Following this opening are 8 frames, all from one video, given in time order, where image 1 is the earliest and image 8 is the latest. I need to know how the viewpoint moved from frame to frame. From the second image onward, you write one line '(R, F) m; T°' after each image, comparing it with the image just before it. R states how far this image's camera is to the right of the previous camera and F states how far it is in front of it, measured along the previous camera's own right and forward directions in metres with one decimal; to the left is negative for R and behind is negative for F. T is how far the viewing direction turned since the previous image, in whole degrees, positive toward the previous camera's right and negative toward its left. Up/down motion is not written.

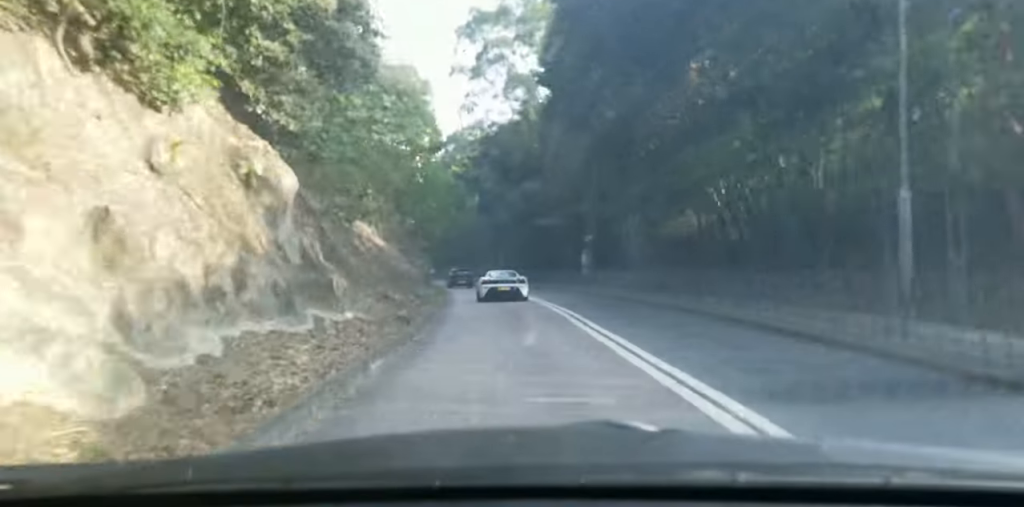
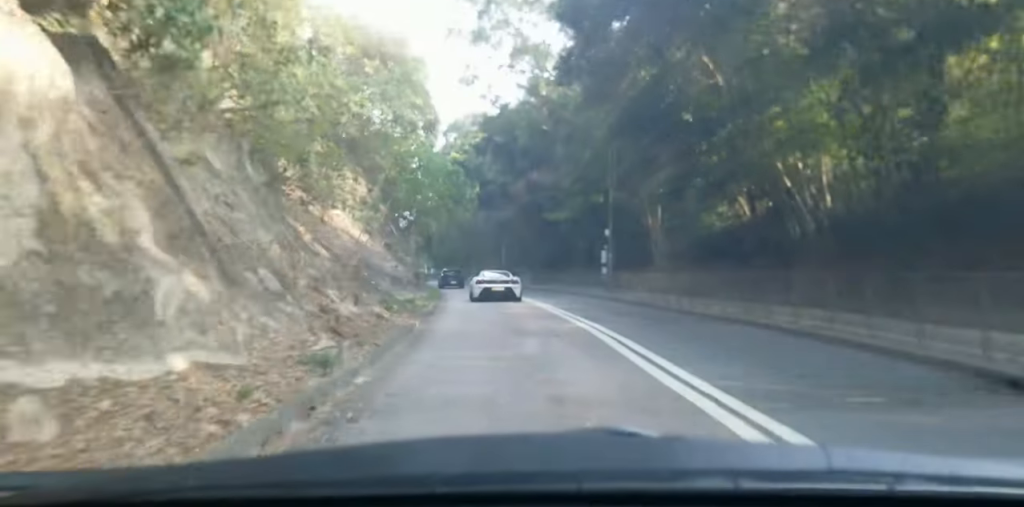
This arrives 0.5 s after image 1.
(-0.3, +7.5) m; +1°
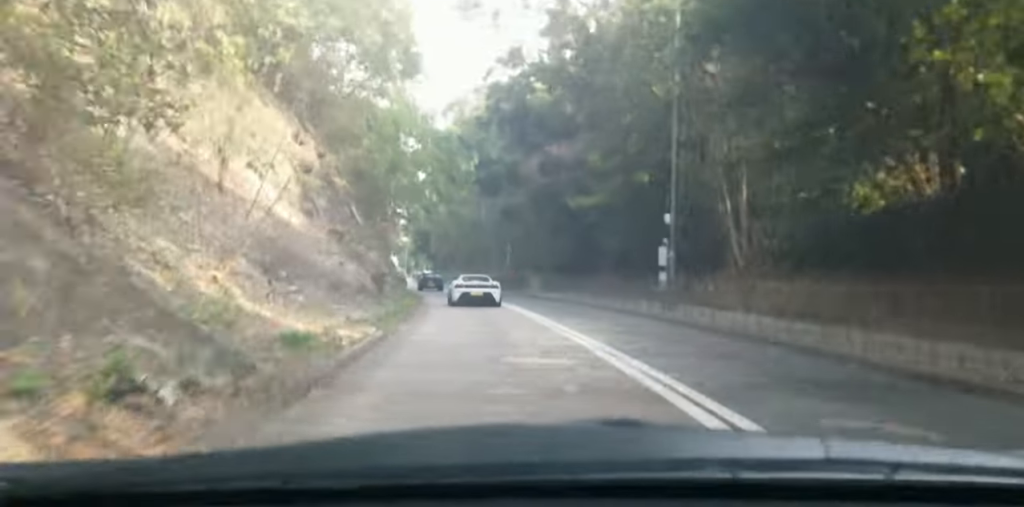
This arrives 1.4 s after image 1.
(+0.8, +13.4) m; +2°
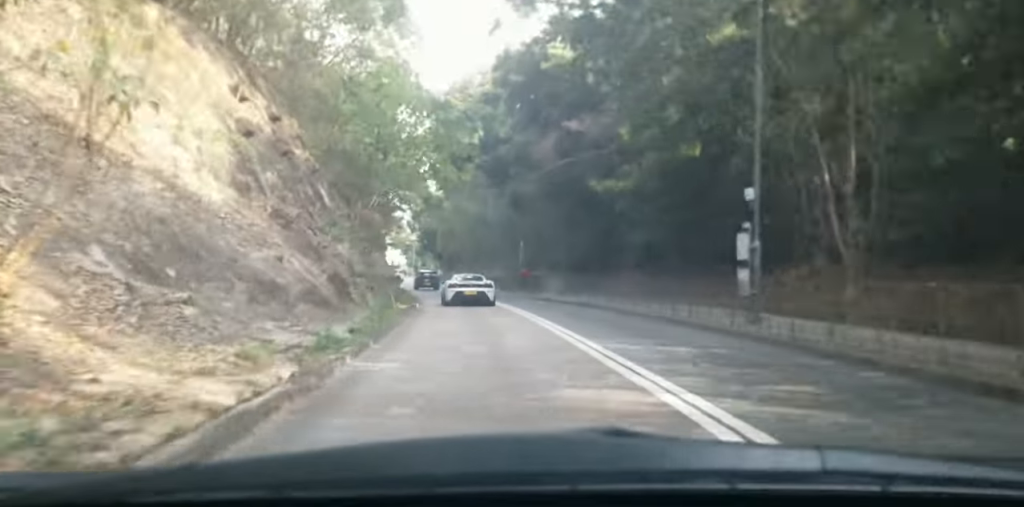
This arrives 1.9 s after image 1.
(-0.1, +7.0) m; -2°
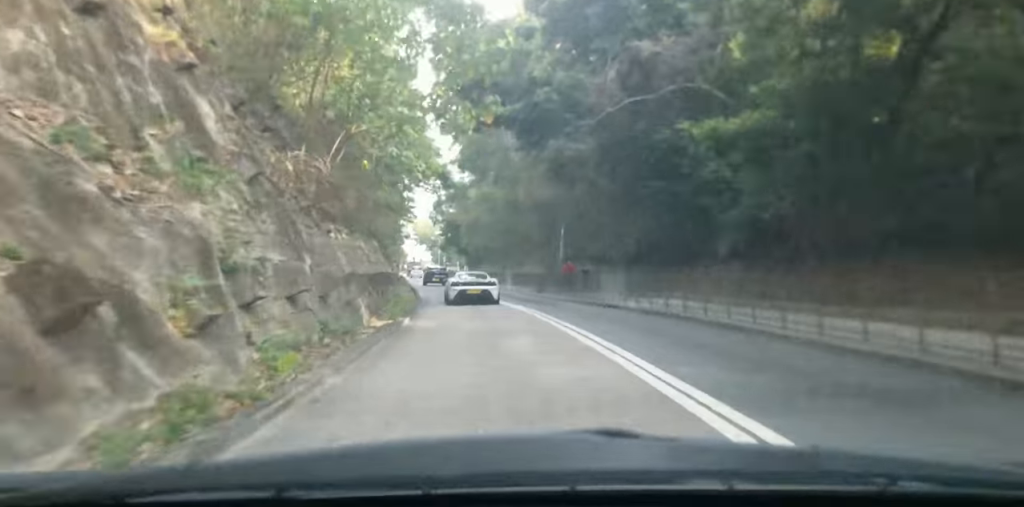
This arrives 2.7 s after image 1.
(-0.3, +11.7) m; -5°
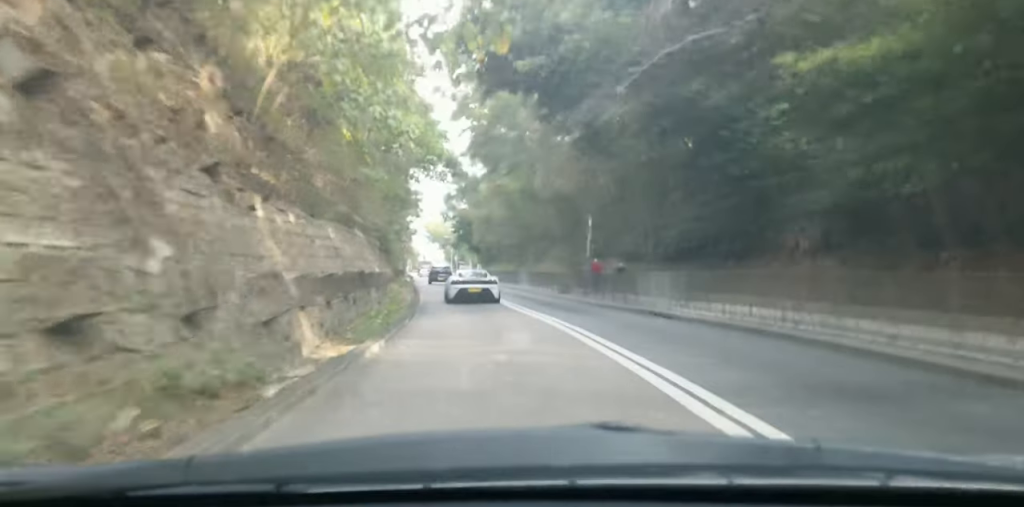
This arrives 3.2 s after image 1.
(-0.5, +6.4) m; -1°
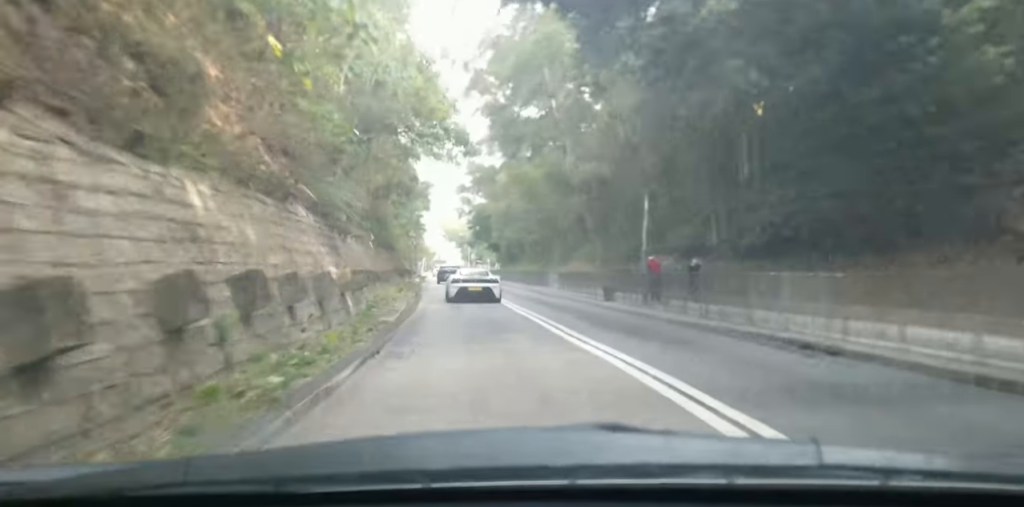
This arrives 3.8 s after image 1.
(-0.3, +8.8) m; -1°
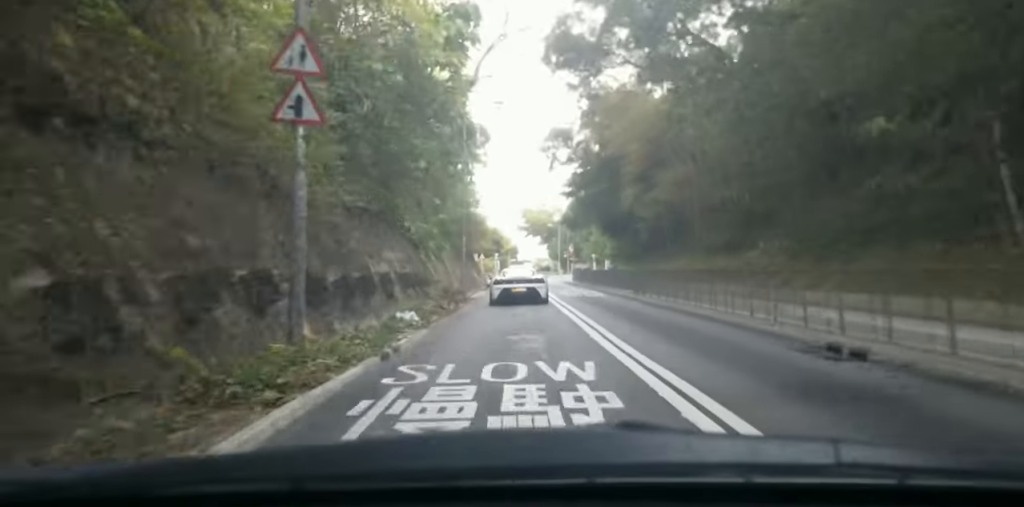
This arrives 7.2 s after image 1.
(-2.7, +50.2) m; -4°
